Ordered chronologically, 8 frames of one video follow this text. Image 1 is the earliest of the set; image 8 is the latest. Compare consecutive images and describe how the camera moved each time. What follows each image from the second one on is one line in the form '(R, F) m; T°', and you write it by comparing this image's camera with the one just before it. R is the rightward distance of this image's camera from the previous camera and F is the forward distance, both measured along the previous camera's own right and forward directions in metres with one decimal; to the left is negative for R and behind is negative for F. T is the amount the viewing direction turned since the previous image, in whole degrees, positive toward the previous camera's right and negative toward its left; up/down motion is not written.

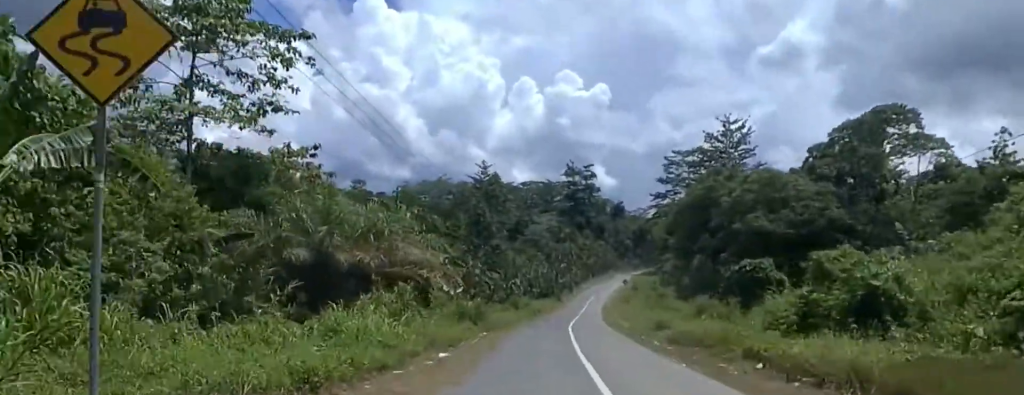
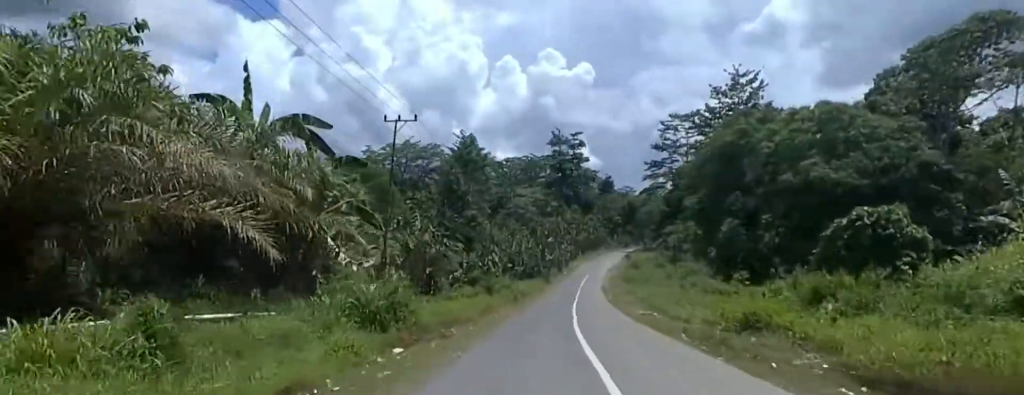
(+0.5, +13.1) m; +1°
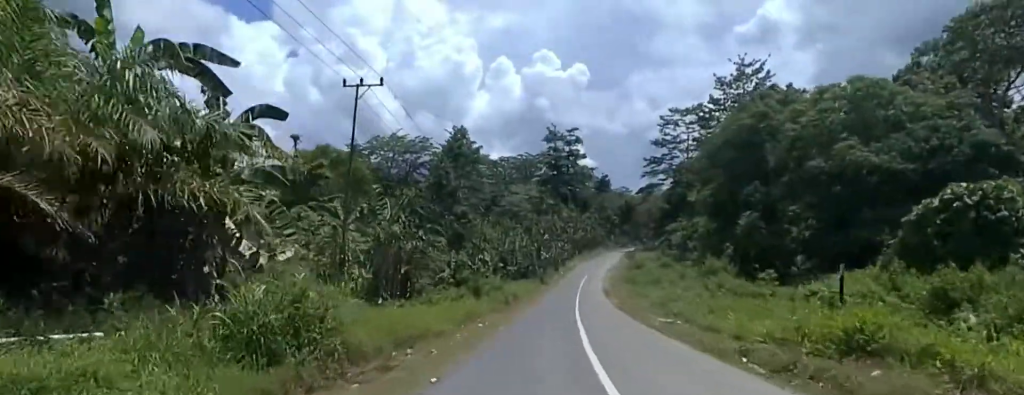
(+0.2, +4.4) m; -2°
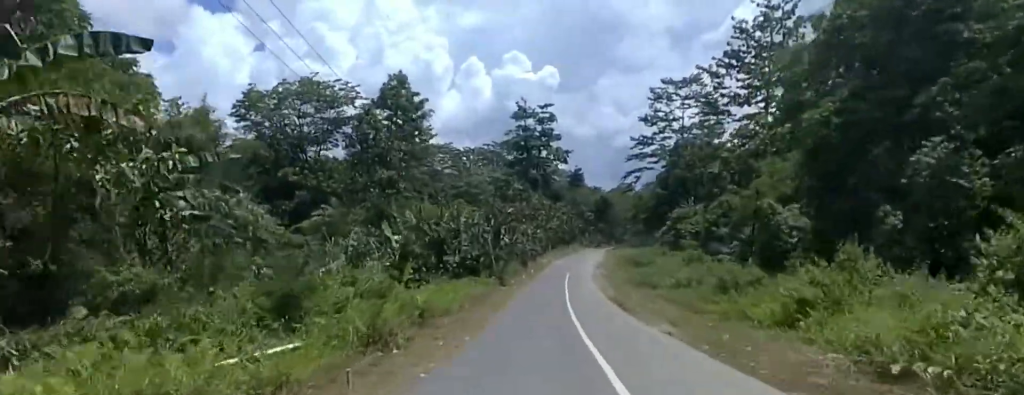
(+0.9, +19.7) m; +4°
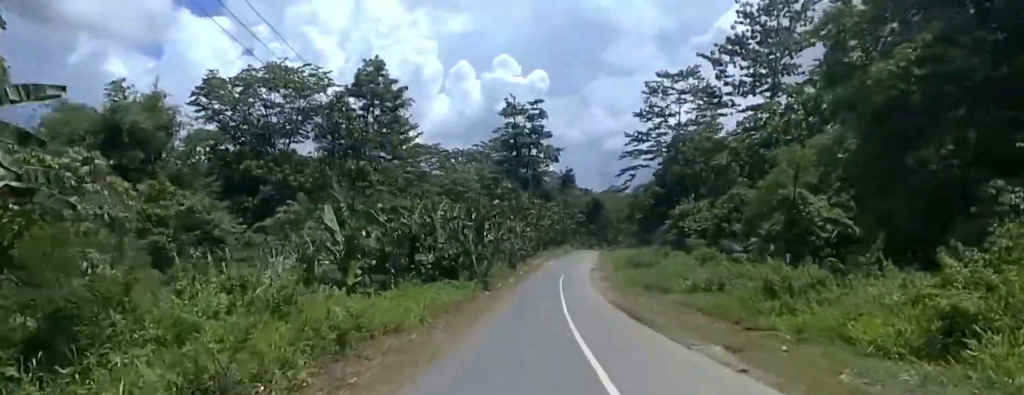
(-0.5, +4.5) m; -2°
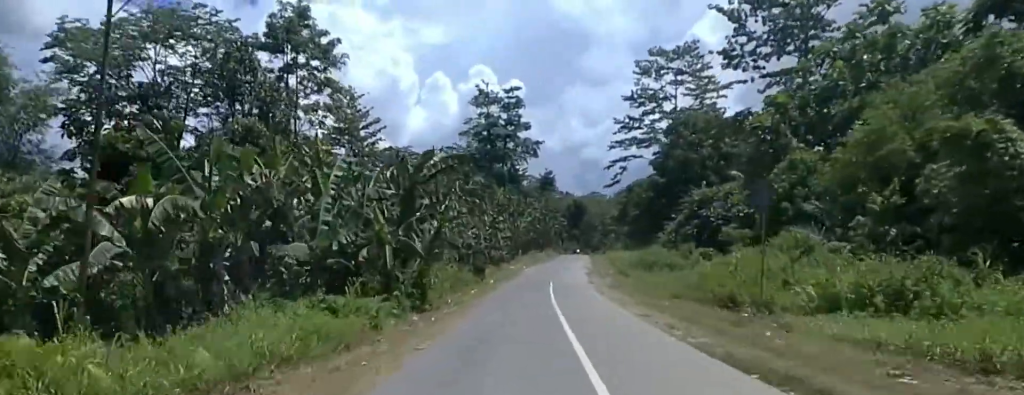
(-0.4, +12.4) m; +2°
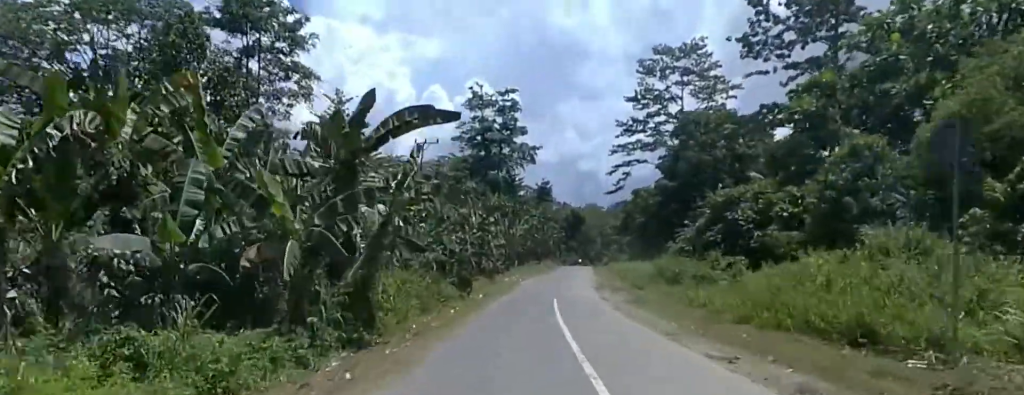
(+0.2, +6.2) m; +2°
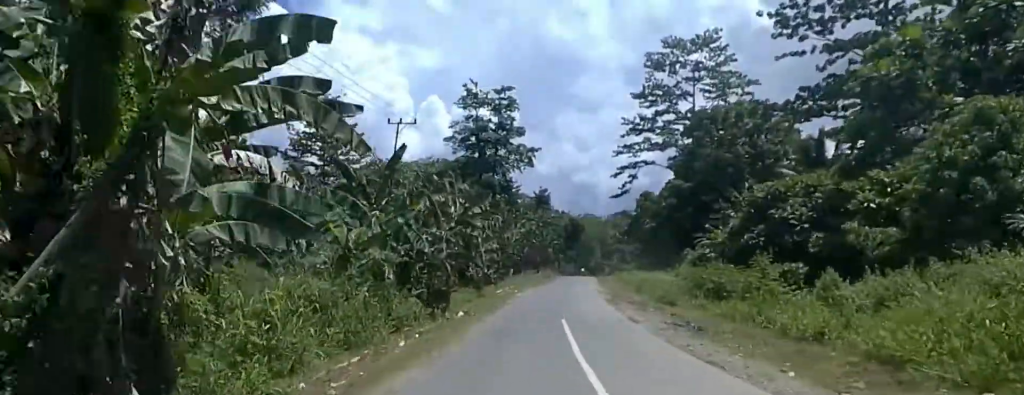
(+0.3, +7.9) m; +2°
